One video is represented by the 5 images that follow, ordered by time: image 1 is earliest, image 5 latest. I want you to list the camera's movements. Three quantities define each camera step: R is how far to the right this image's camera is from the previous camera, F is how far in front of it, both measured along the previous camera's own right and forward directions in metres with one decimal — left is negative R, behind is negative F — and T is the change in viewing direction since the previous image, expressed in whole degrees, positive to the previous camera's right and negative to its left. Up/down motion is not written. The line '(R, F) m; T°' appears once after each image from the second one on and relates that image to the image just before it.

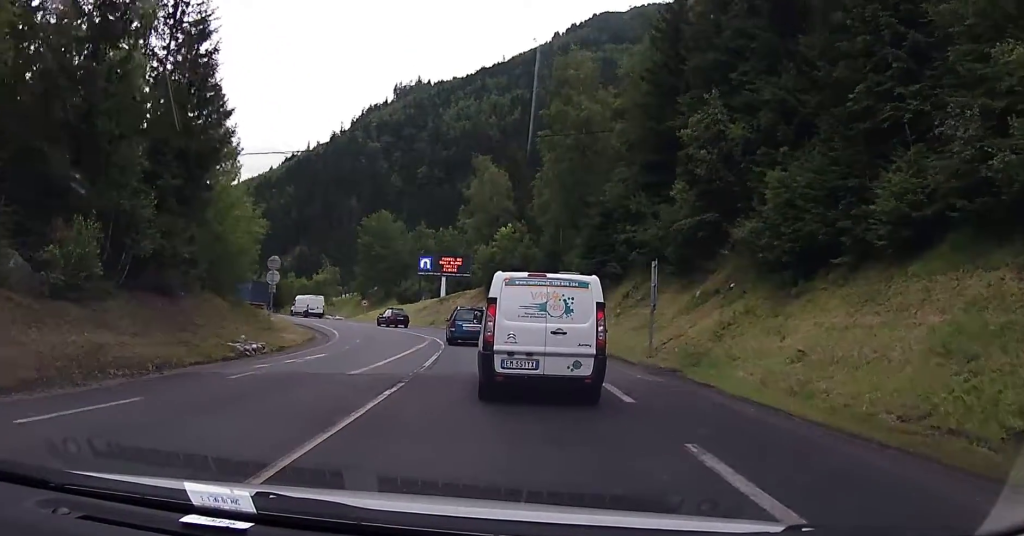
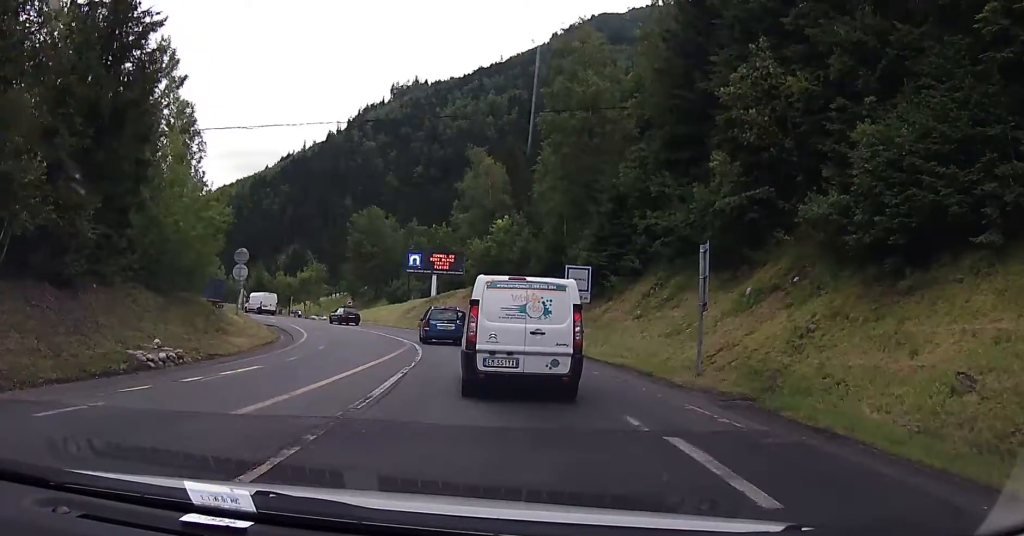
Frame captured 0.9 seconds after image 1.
(0.0, +5.6) m; -1°
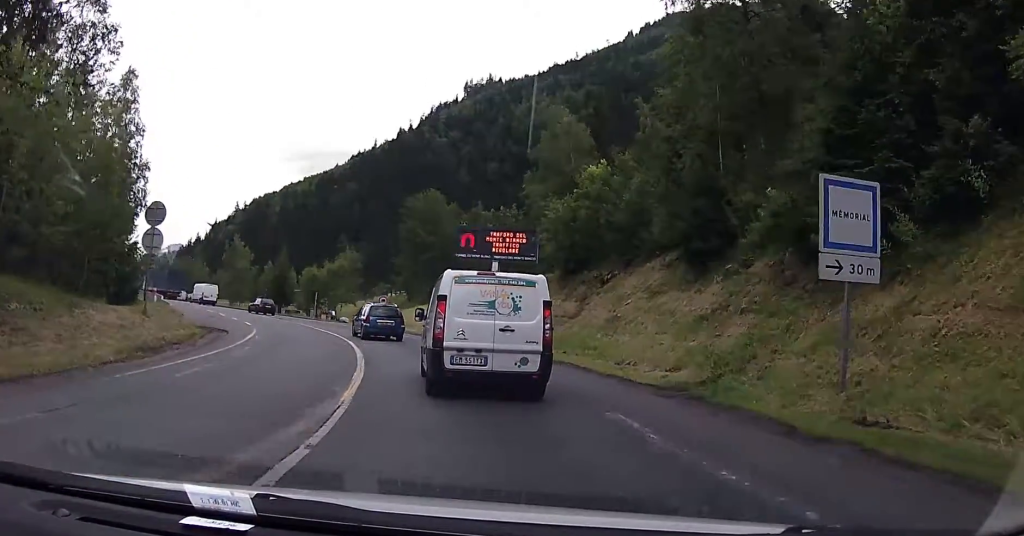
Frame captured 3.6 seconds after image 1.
(-0.4, +19.1) m; -6°
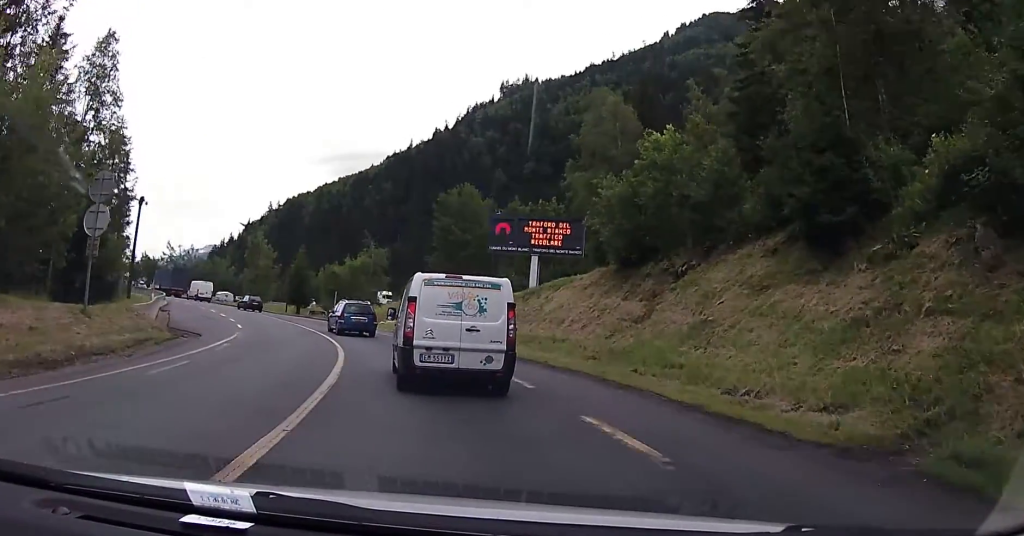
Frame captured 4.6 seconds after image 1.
(-1.1, +7.5) m; -5°
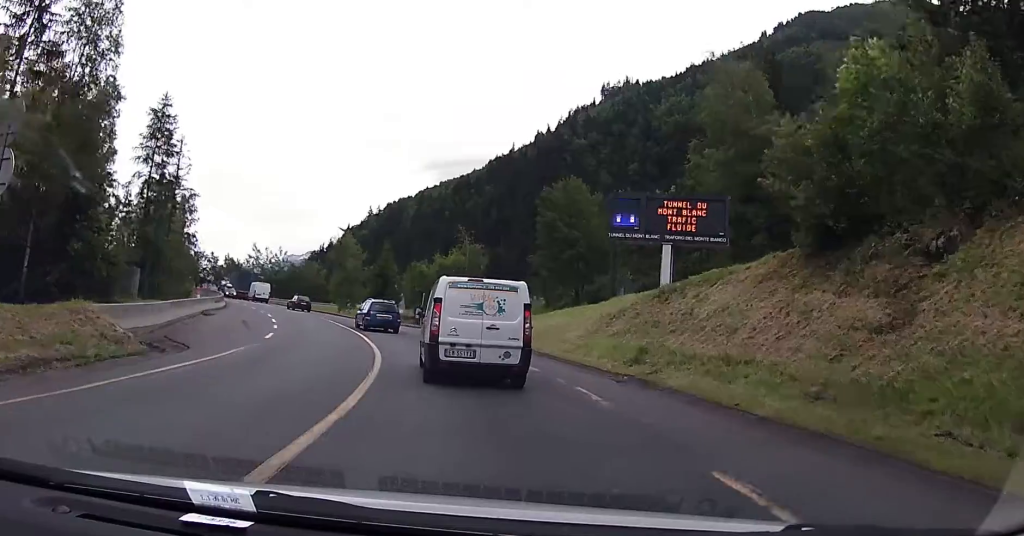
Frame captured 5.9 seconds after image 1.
(0.0, +10.1) m; -6°
